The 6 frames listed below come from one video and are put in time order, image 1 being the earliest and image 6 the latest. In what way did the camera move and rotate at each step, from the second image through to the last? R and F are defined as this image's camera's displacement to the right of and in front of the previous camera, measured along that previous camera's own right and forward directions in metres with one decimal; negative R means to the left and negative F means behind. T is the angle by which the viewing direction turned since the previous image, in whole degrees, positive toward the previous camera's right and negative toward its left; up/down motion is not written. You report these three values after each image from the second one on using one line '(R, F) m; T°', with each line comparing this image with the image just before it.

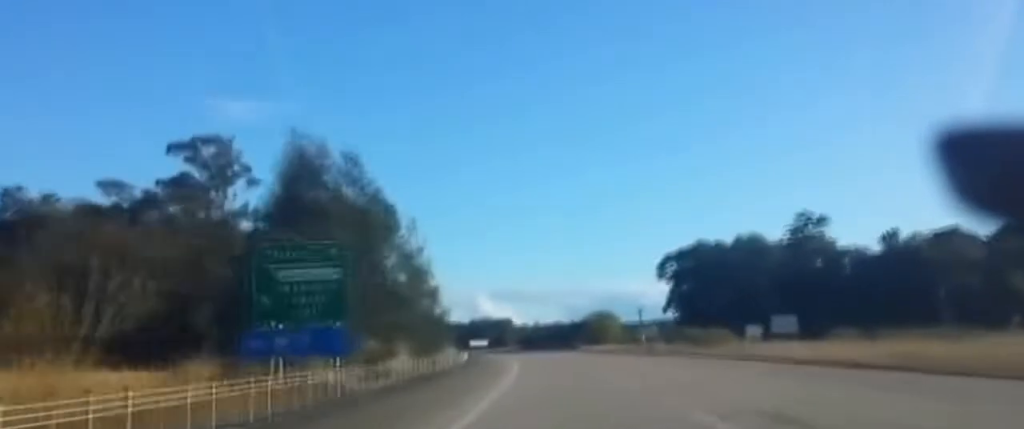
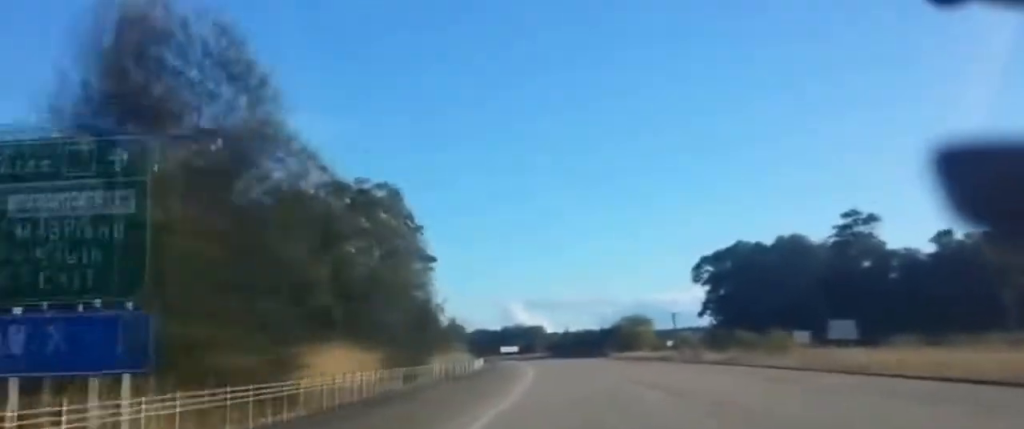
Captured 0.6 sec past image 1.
(-0.3, +16.1) m; -1°
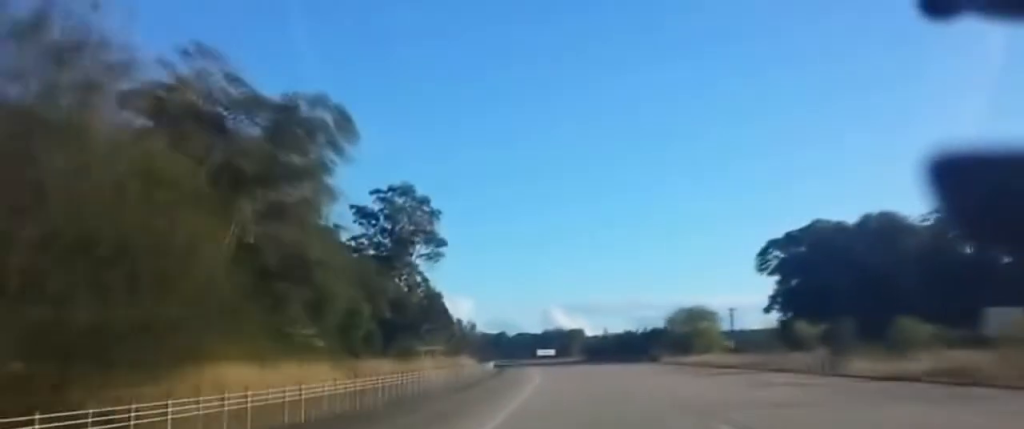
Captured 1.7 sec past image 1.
(-0.1, +30.0) m; -1°
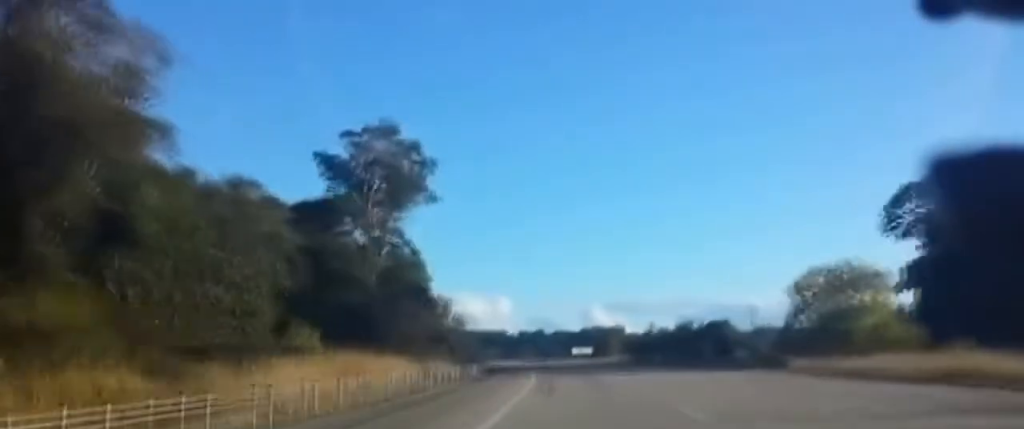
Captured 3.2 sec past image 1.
(-1.3, +40.3) m; -3°
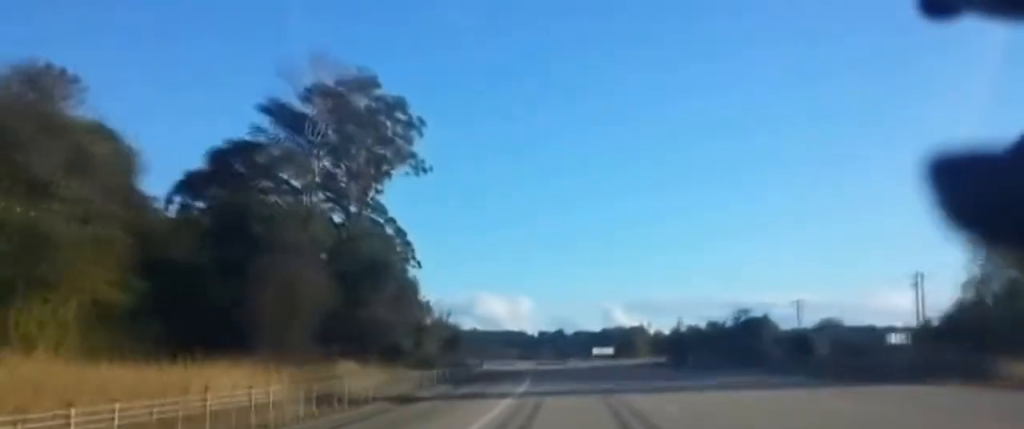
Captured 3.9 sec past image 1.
(-0.3, +23.2) m; -2°
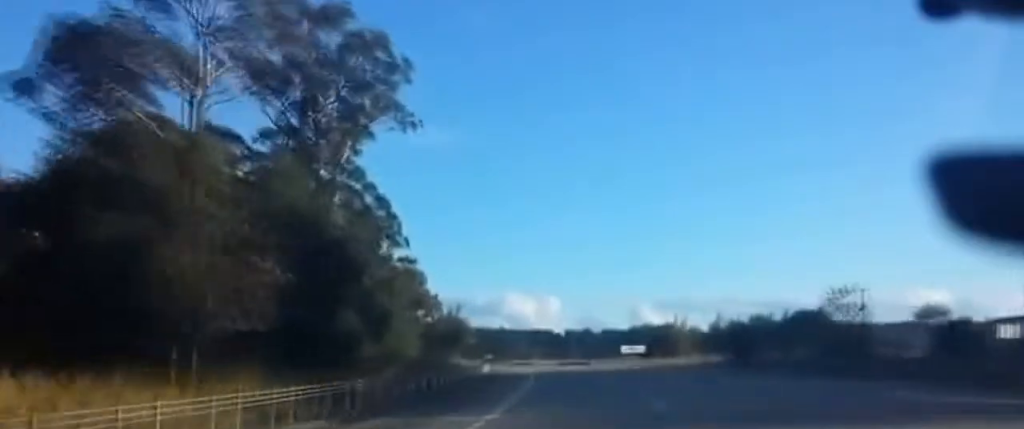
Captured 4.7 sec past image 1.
(0.0, +25.1) m; -2°
